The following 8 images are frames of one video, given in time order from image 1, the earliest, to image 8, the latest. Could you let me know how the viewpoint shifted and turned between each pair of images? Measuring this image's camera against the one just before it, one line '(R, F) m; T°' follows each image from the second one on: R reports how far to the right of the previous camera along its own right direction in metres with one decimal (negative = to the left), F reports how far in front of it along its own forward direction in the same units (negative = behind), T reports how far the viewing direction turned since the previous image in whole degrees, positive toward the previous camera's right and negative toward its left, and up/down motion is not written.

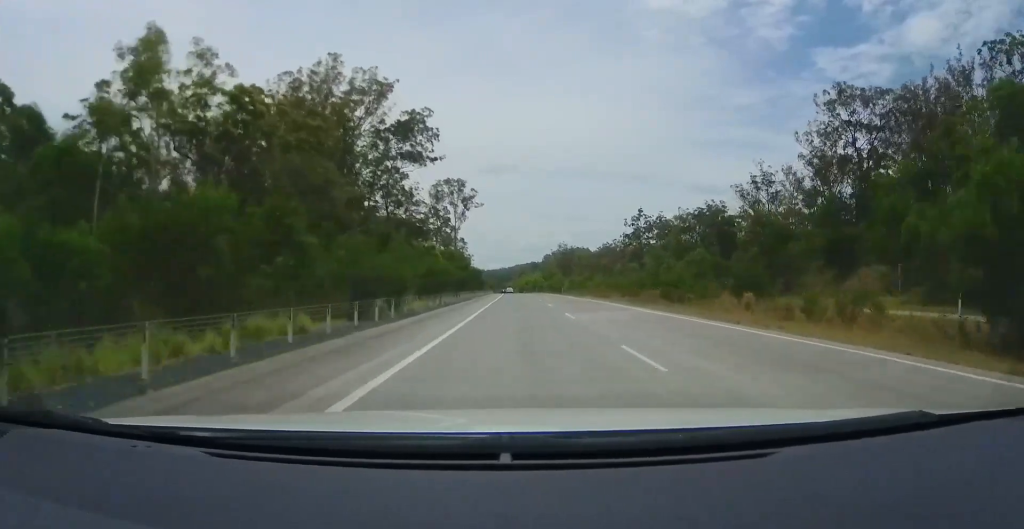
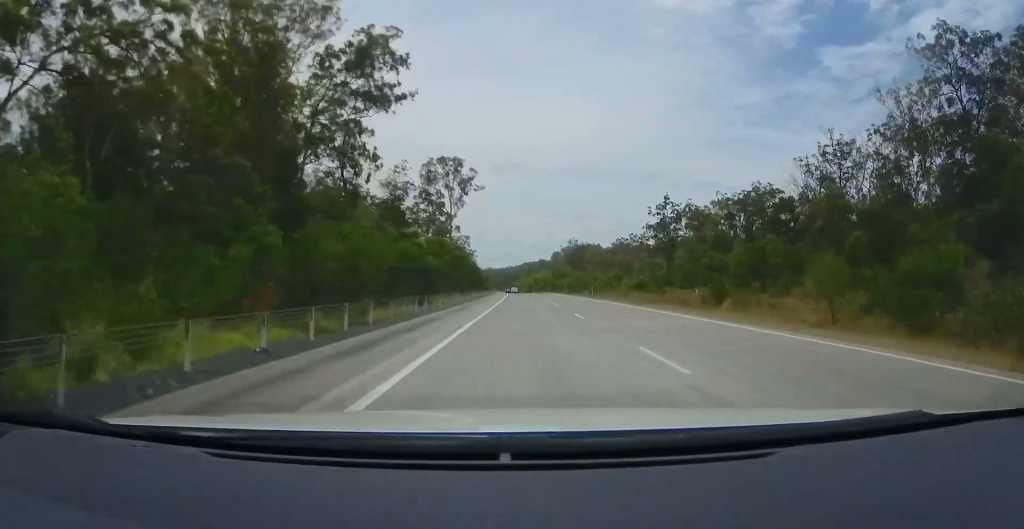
(-0.3, +24.2) m; -1°
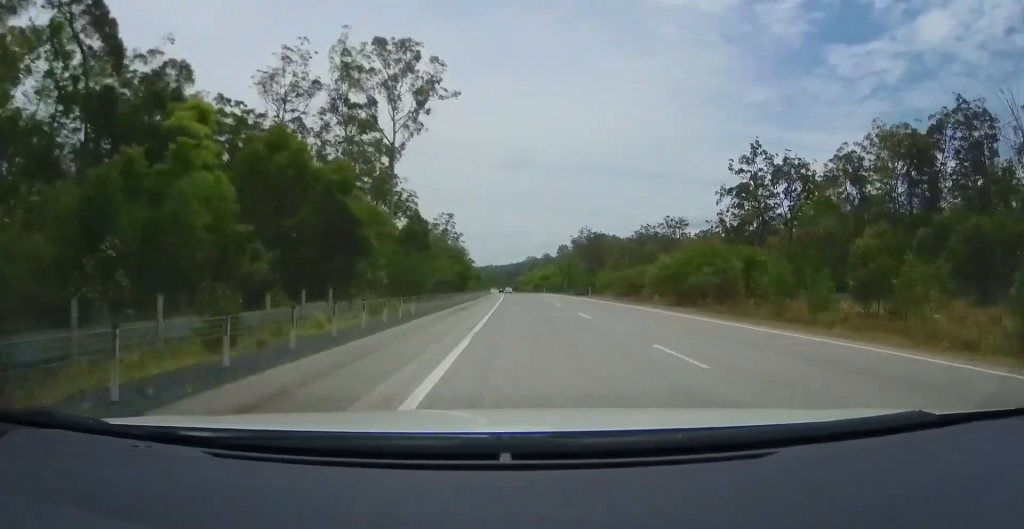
(-0.4, +59.3) m; 0°
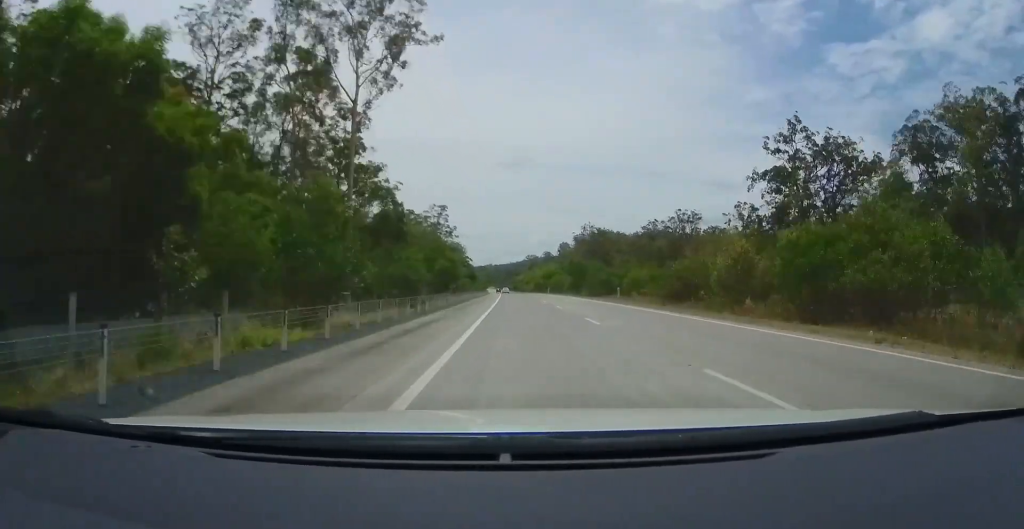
(-0.1, +14.5) m; 0°
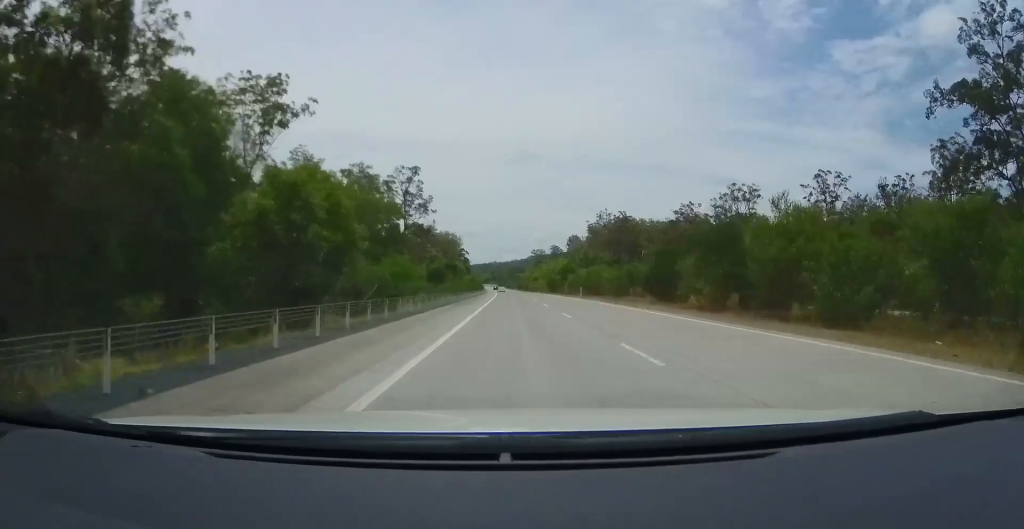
(+0.3, +44.6) m; 0°
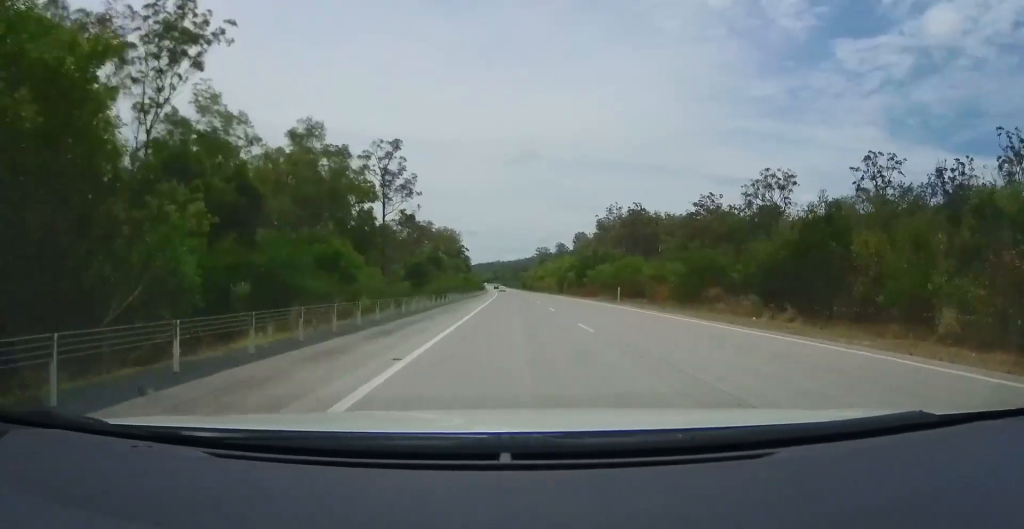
(-0.2, +18.1) m; -1°
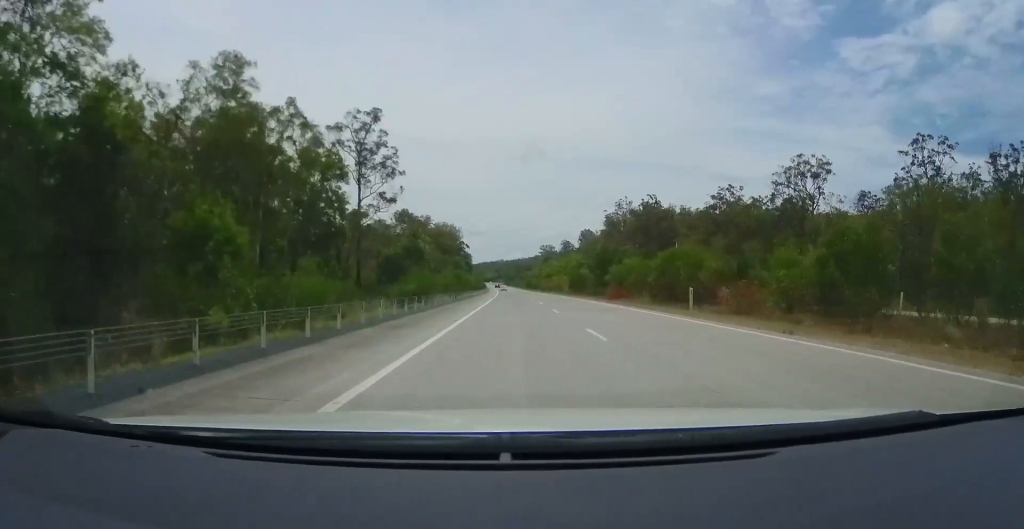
(-0.1, +14.5) m; -1°
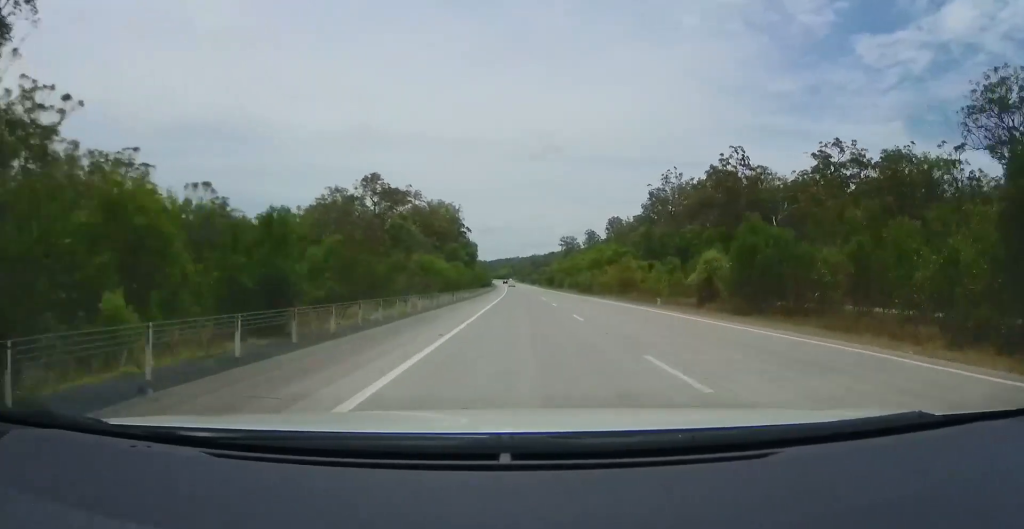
(-0.7, +53.1) m; -1°
